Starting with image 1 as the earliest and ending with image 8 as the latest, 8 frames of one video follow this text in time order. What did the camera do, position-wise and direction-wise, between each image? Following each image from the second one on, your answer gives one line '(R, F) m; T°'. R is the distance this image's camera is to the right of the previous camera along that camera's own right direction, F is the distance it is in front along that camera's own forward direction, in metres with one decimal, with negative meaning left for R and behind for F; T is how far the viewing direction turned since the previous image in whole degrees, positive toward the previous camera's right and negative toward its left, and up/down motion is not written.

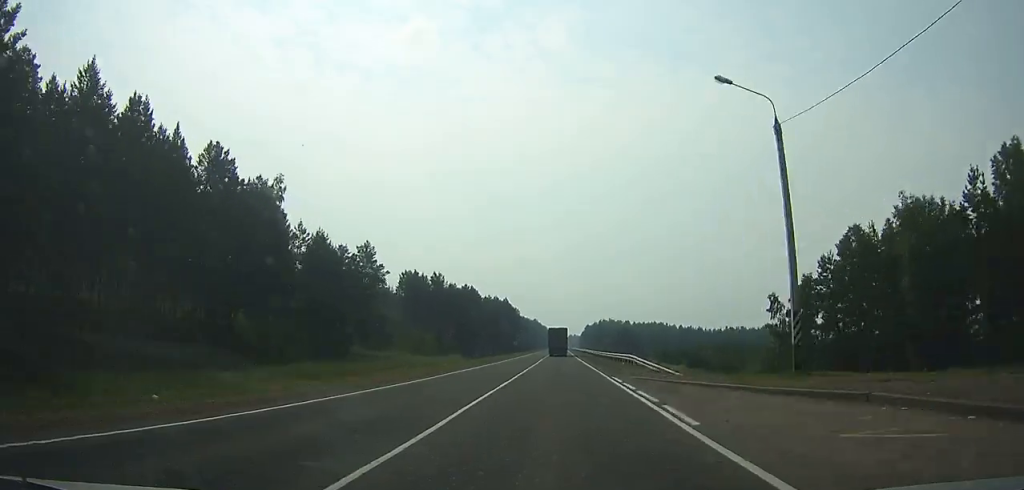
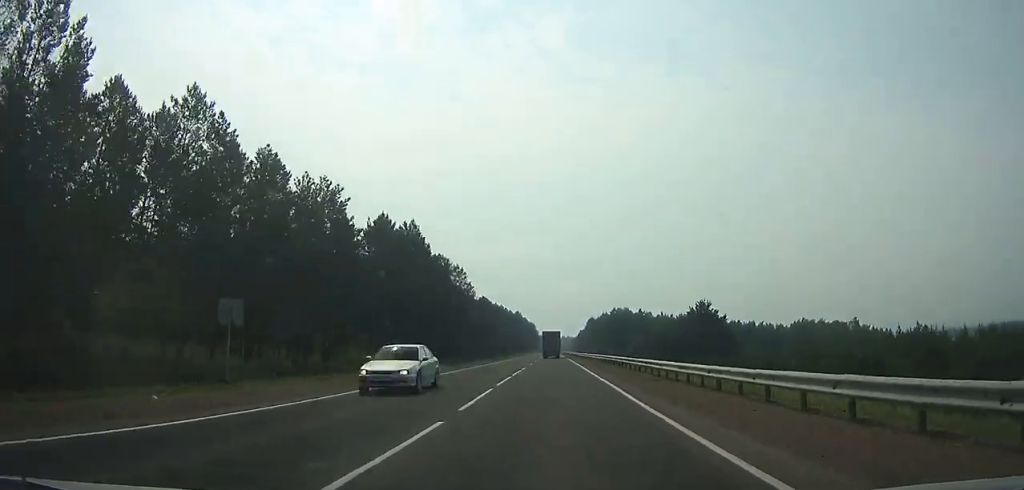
(+1.5, +112.0) m; +1°
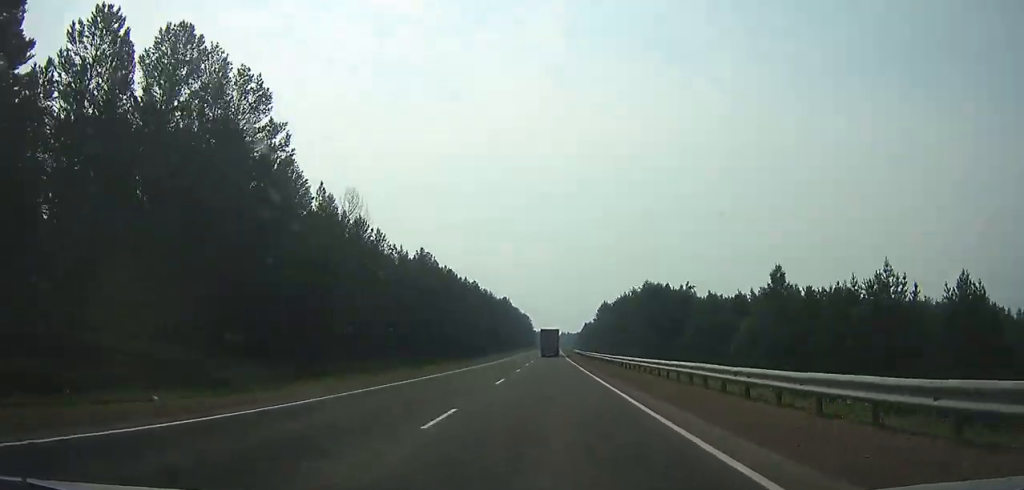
(-0.1, +72.8) m; 0°
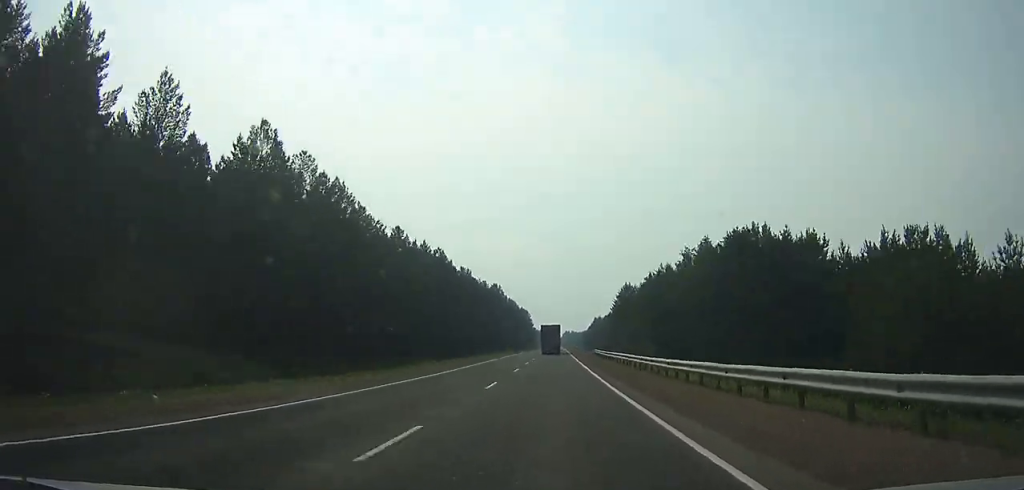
(0.0, +52.1) m; 0°
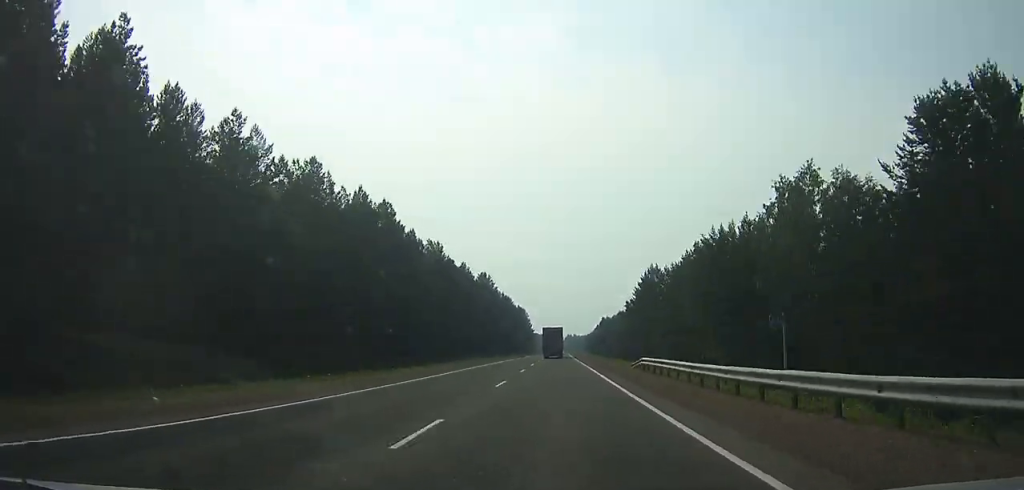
(0.0, +36.8) m; 0°
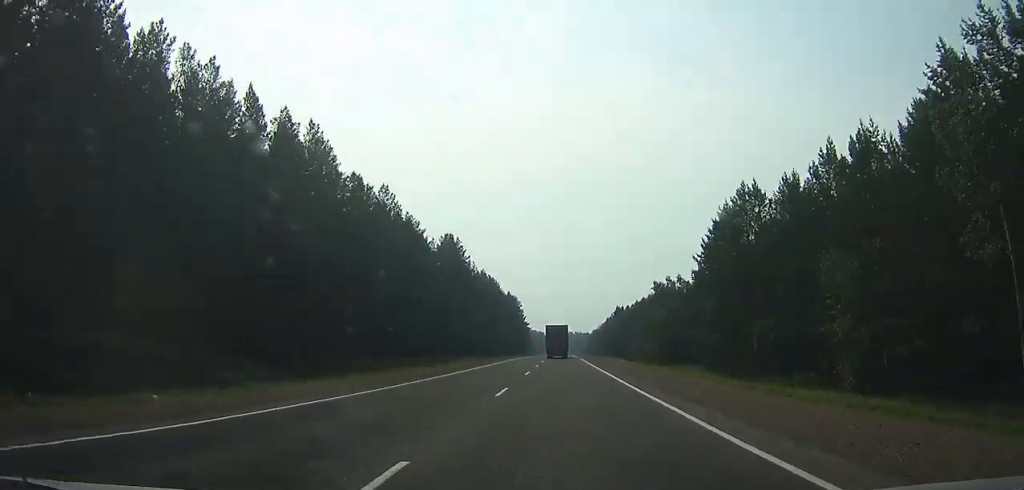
(-0.1, +53.5) m; 0°
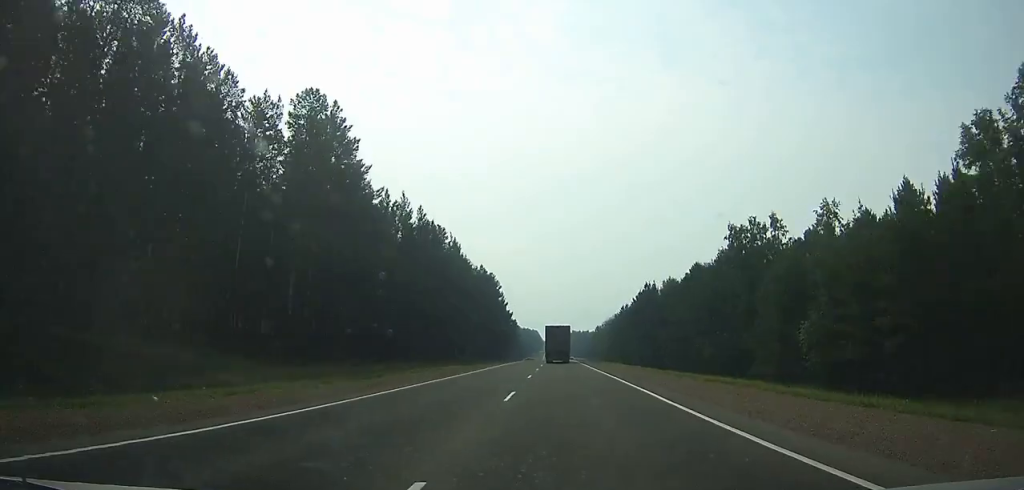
(+0.1, +61.3) m; 0°
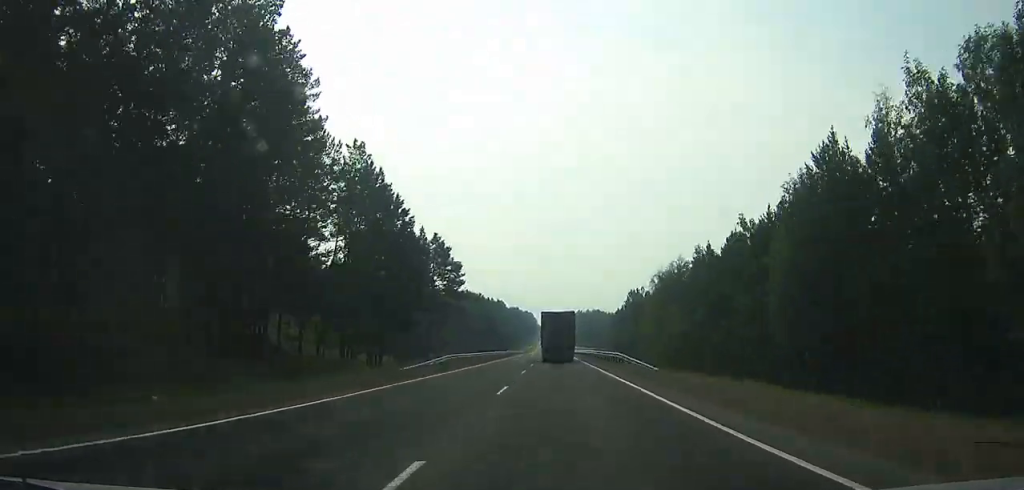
(+0.2, +114.8) m; 0°
